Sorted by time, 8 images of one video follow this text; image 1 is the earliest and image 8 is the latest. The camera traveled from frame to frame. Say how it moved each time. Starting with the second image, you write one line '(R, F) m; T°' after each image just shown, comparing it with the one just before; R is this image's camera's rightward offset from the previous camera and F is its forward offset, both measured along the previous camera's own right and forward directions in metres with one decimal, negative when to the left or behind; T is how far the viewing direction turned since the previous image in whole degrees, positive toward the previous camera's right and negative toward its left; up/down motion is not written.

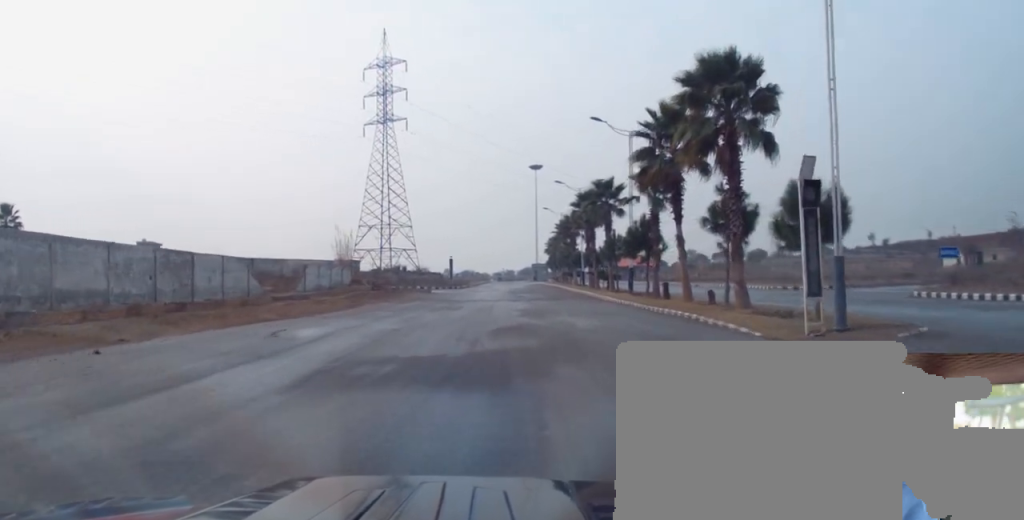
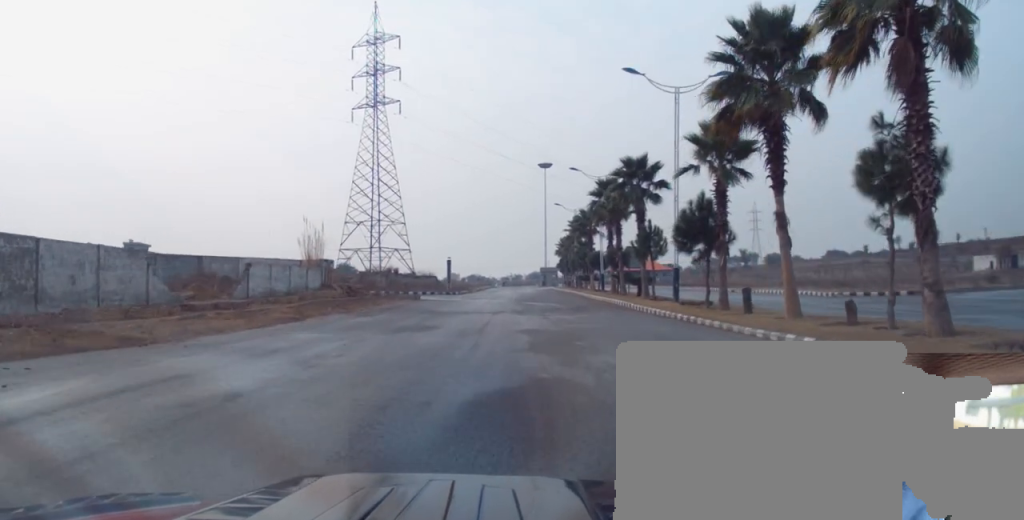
(0.0, +11.5) m; 0°
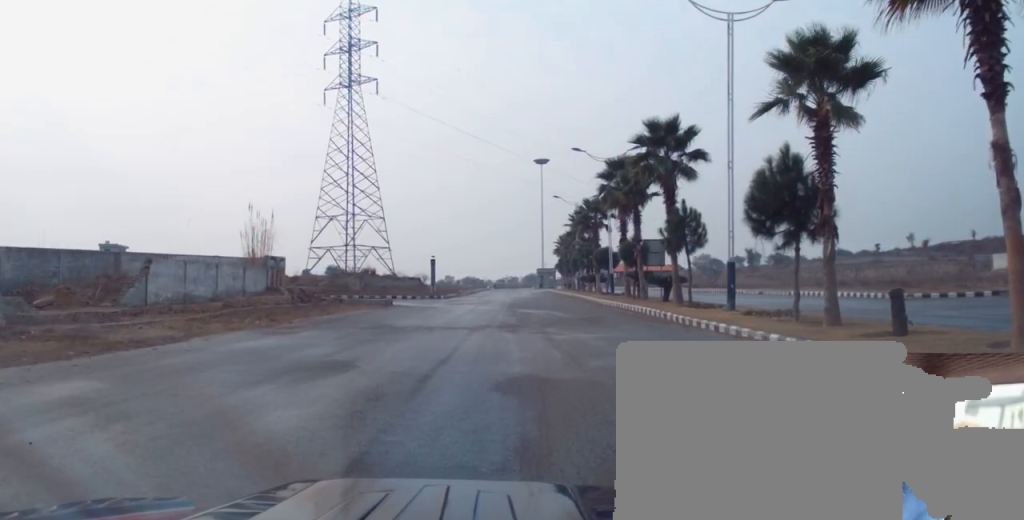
(+0.1, +10.5) m; +1°
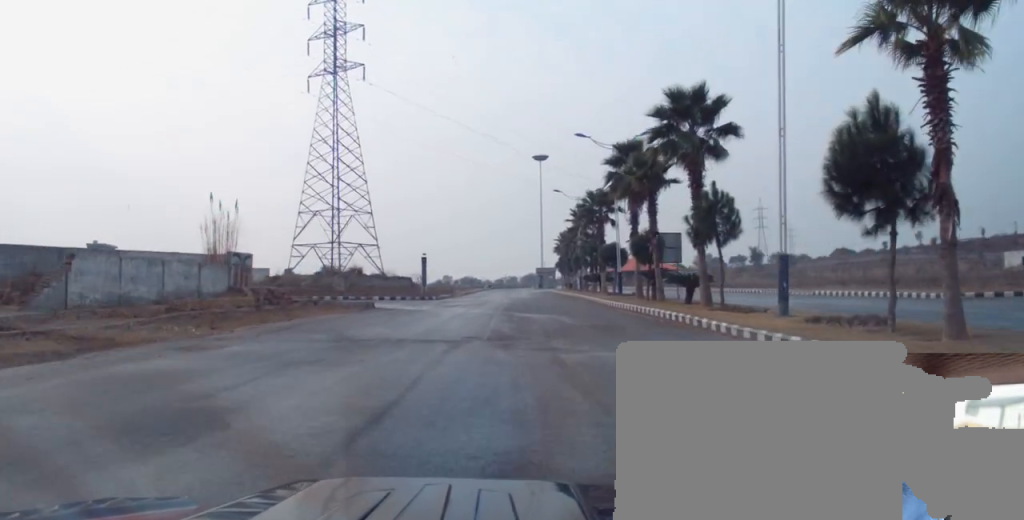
(0.0, +5.4) m; +2°
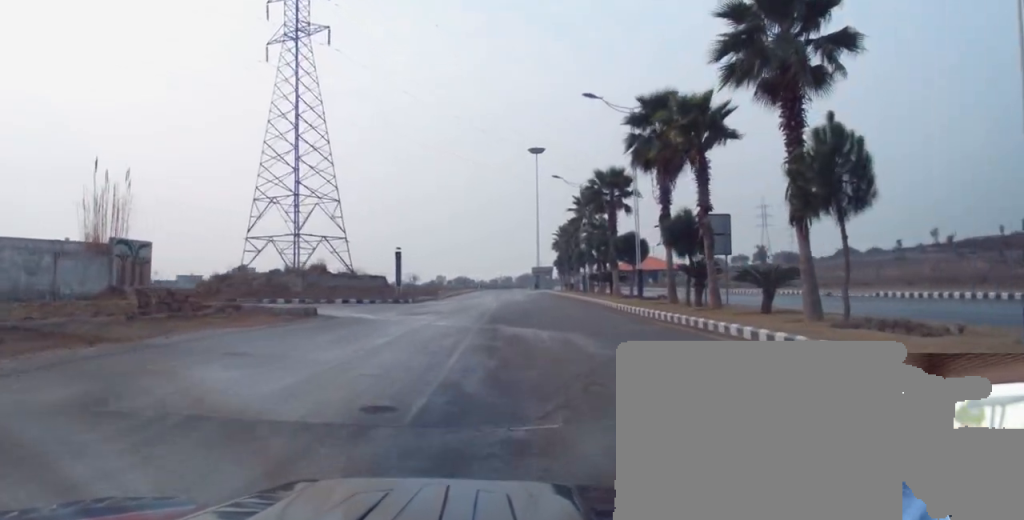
(+0.4, +11.5) m; +1°
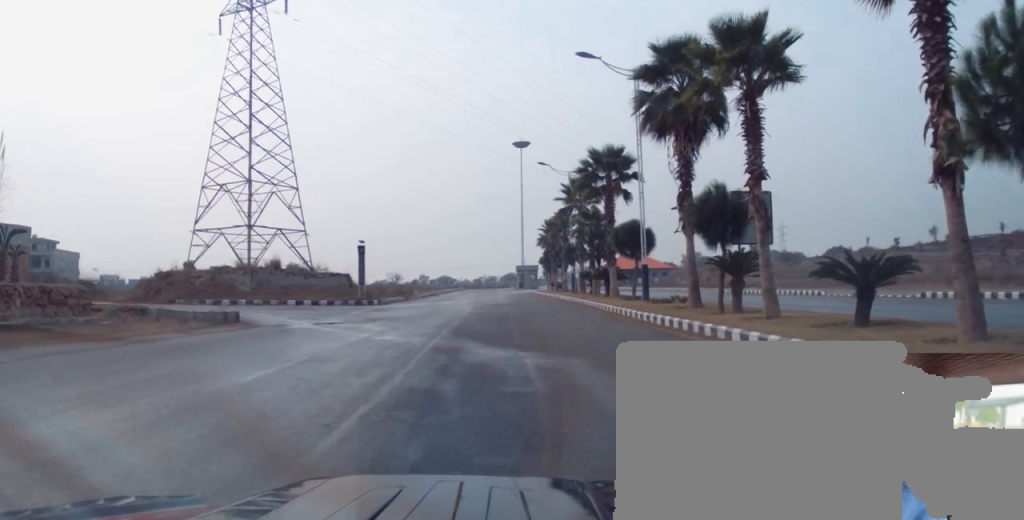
(-0.2, +8.5) m; -2°
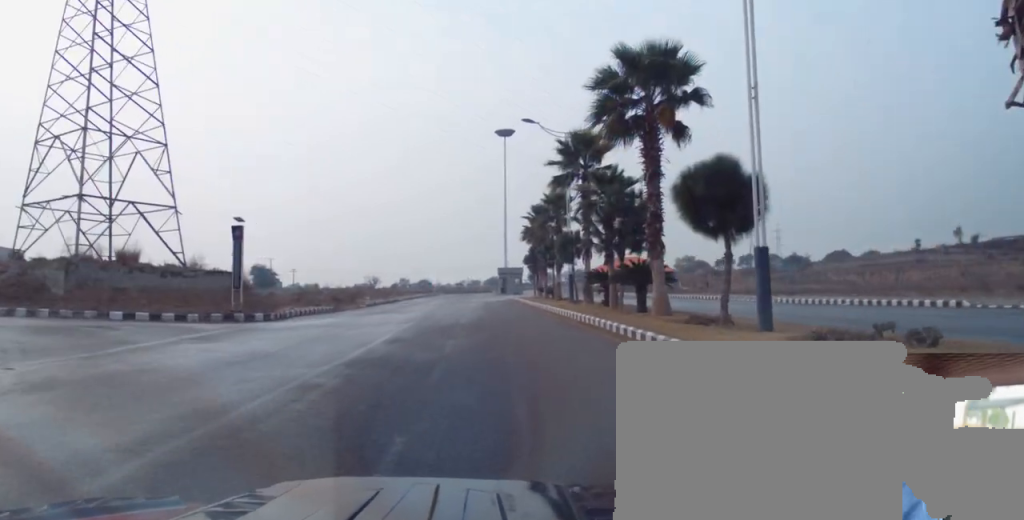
(0.0, +5.1) m; 0°
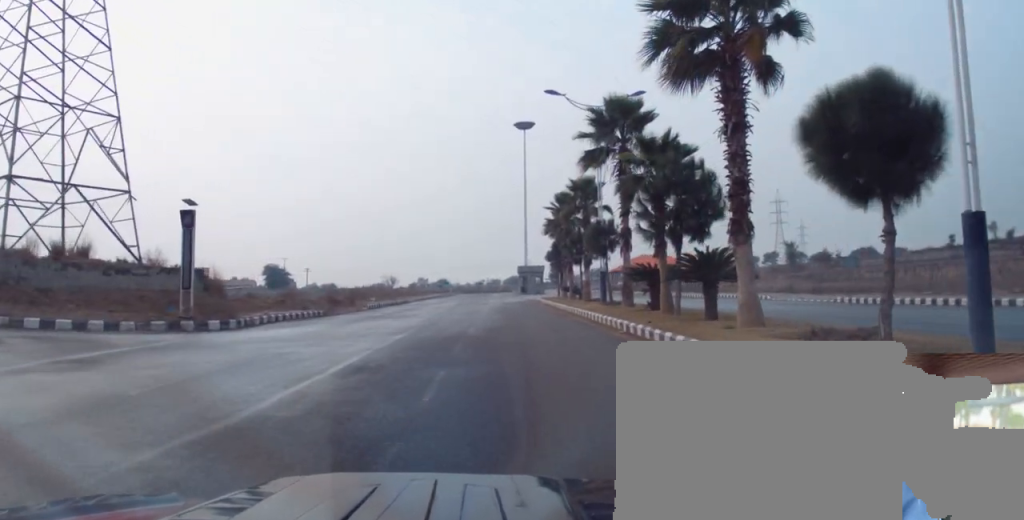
(0.0, +6.9) m; +1°
